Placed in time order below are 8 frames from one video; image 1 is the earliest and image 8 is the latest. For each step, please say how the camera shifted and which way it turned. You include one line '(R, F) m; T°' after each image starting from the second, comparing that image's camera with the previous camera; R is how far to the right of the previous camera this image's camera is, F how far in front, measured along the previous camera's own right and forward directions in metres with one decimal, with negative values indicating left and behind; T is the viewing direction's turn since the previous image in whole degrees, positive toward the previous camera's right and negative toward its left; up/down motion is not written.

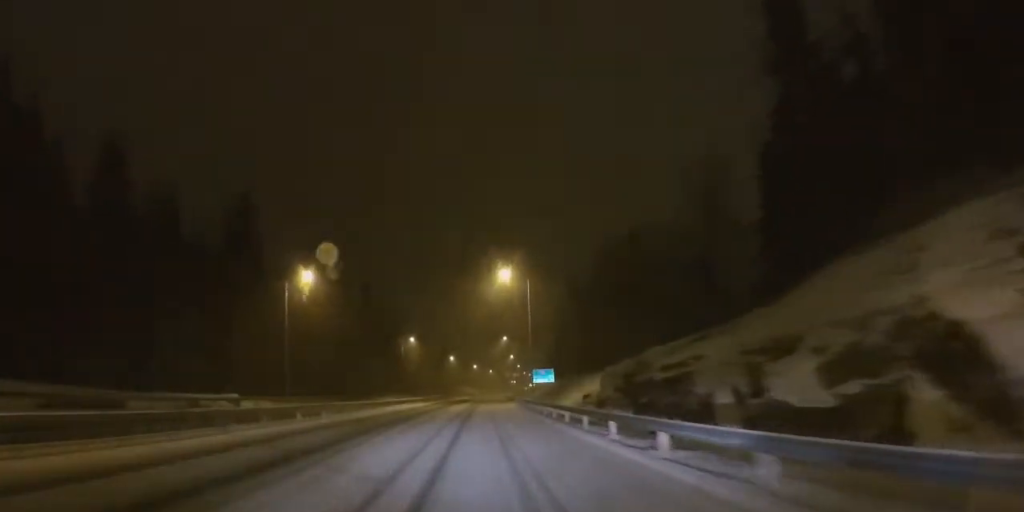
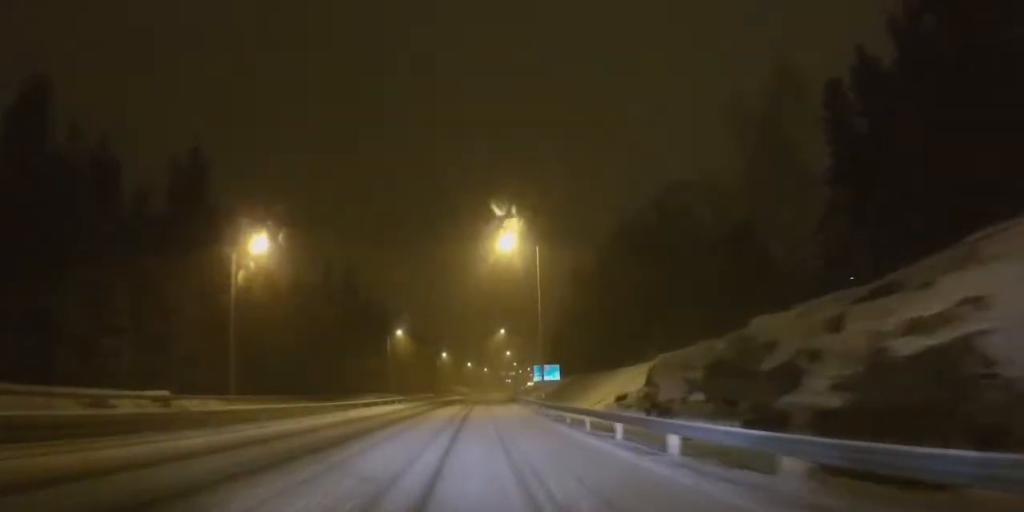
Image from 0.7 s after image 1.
(+0.6, +12.5) m; +1°
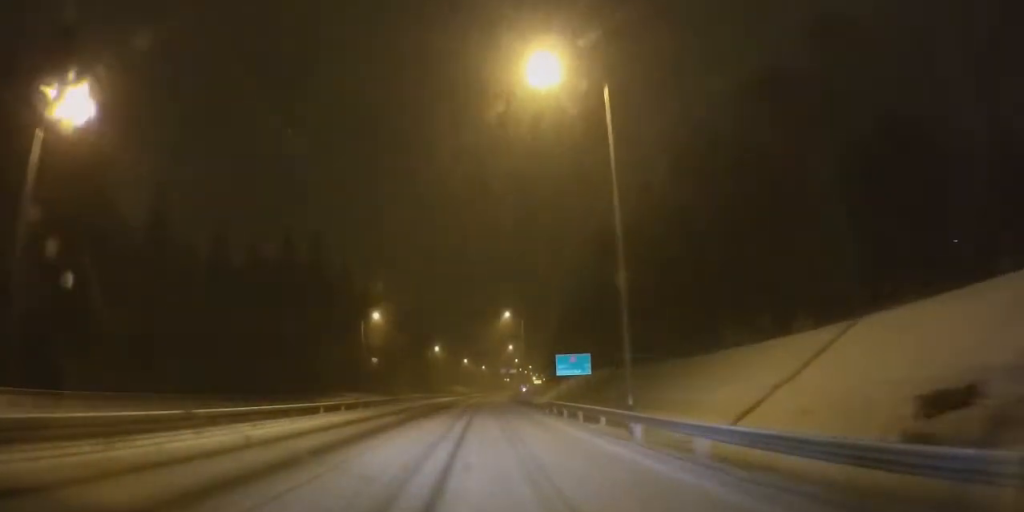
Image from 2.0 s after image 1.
(-0.7, +24.2) m; -2°
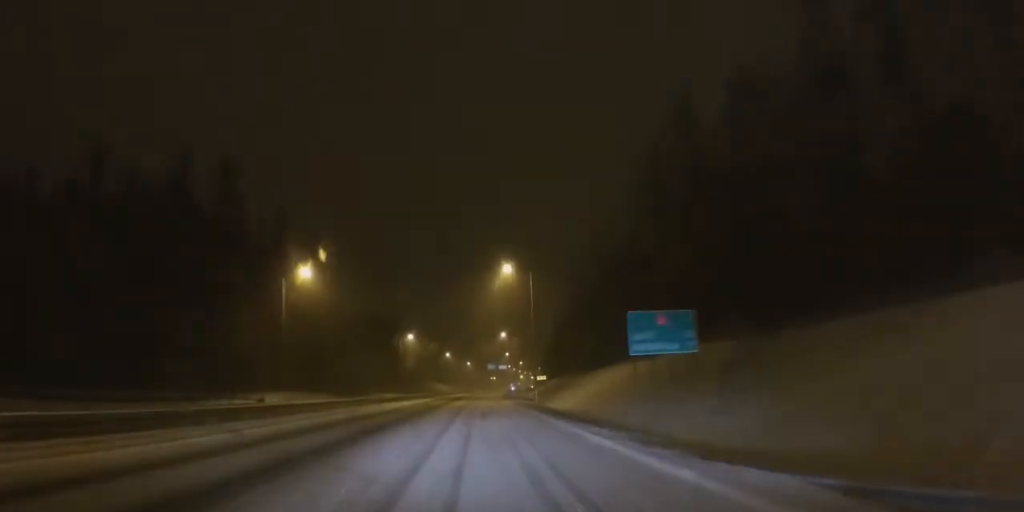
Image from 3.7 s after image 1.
(0.0, +32.1) m; 0°
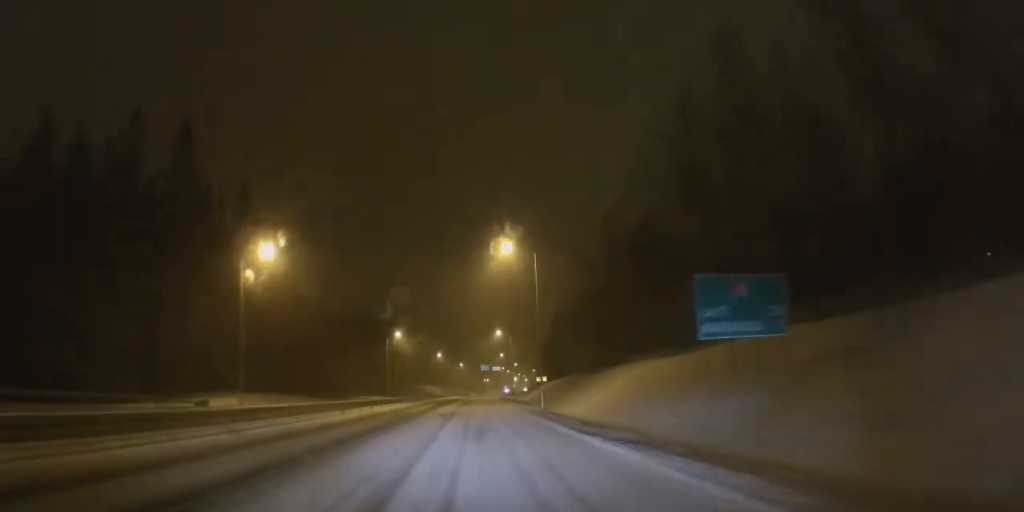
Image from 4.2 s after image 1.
(0.0, +9.6) m; +1°
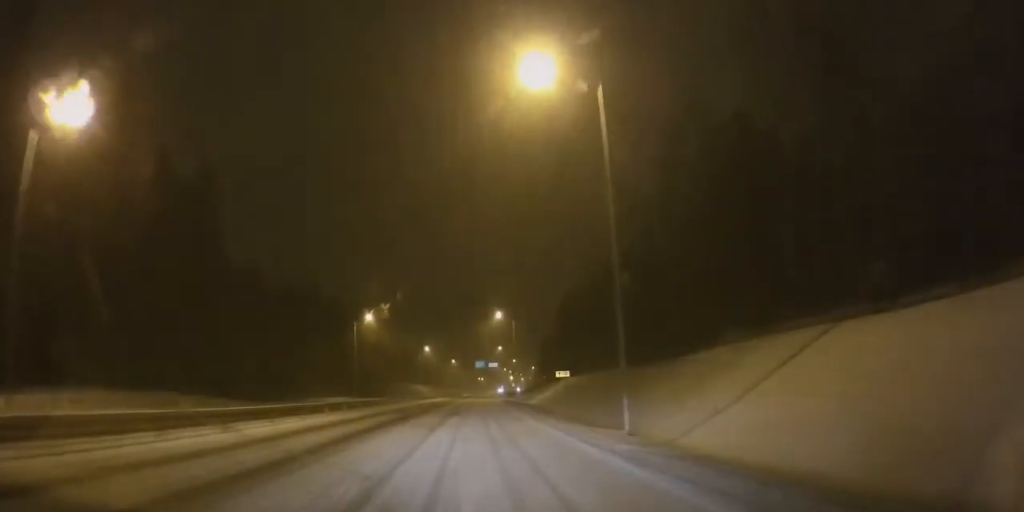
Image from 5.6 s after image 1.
(+0.6, +27.0) m; +2°
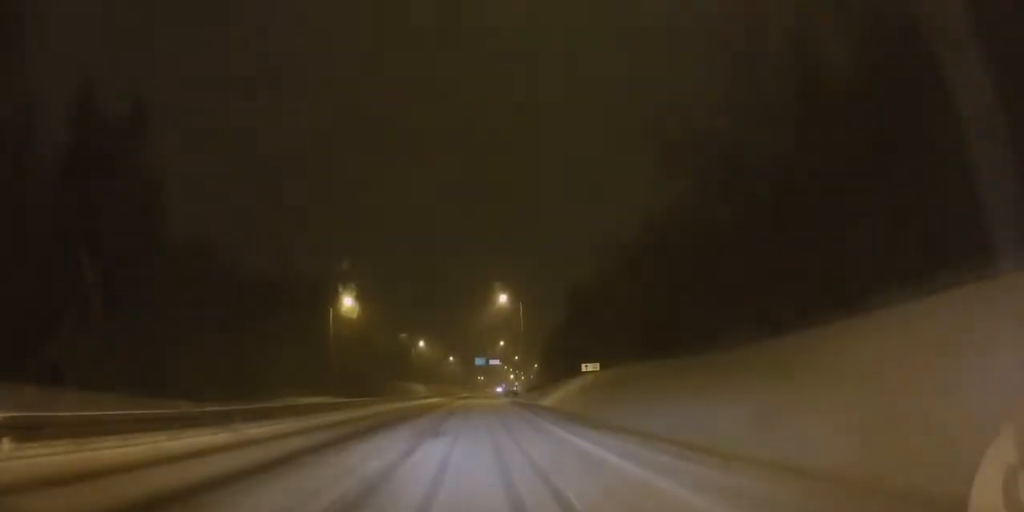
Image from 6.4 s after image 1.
(+0.1, +15.4) m; 0°
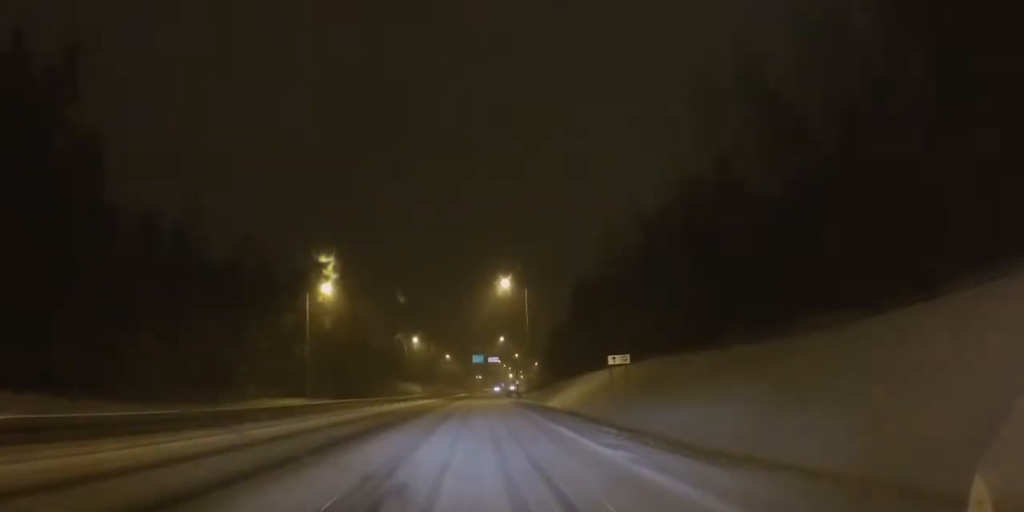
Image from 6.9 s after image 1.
(0.0, +10.2) m; 0°
